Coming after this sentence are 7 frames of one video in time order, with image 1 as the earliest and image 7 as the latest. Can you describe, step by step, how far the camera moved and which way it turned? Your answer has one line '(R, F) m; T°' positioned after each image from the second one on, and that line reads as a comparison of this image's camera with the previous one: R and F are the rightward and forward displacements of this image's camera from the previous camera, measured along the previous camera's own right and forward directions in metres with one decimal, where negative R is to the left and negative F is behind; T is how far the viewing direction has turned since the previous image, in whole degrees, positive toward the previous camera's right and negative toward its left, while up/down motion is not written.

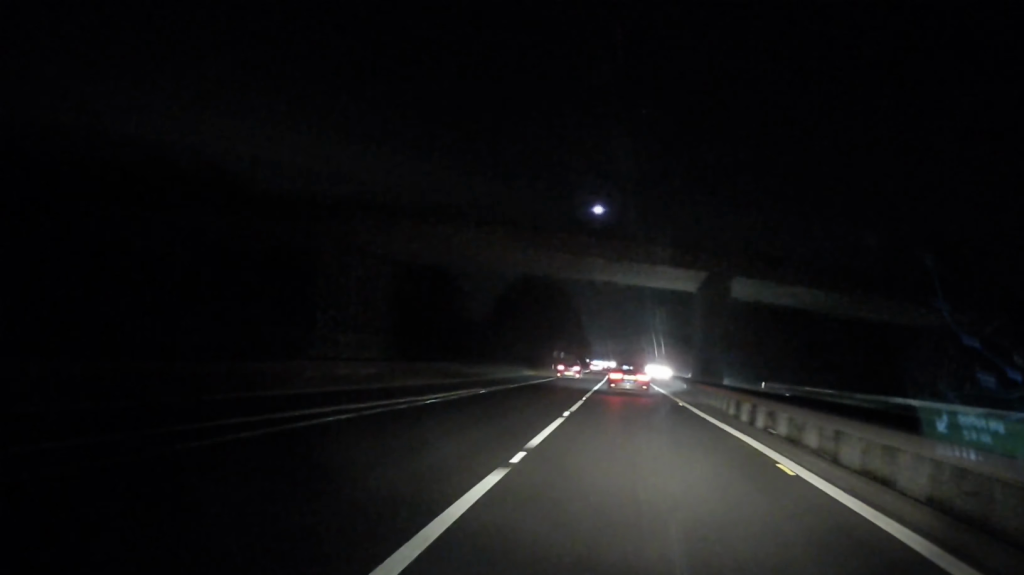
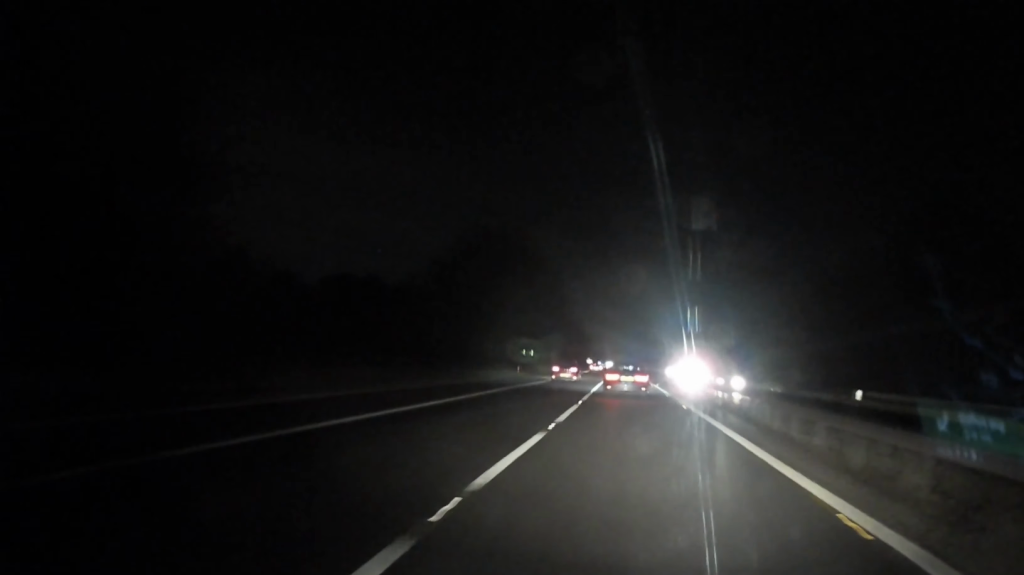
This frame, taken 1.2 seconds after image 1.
(-0.5, +38.2) m; -1°
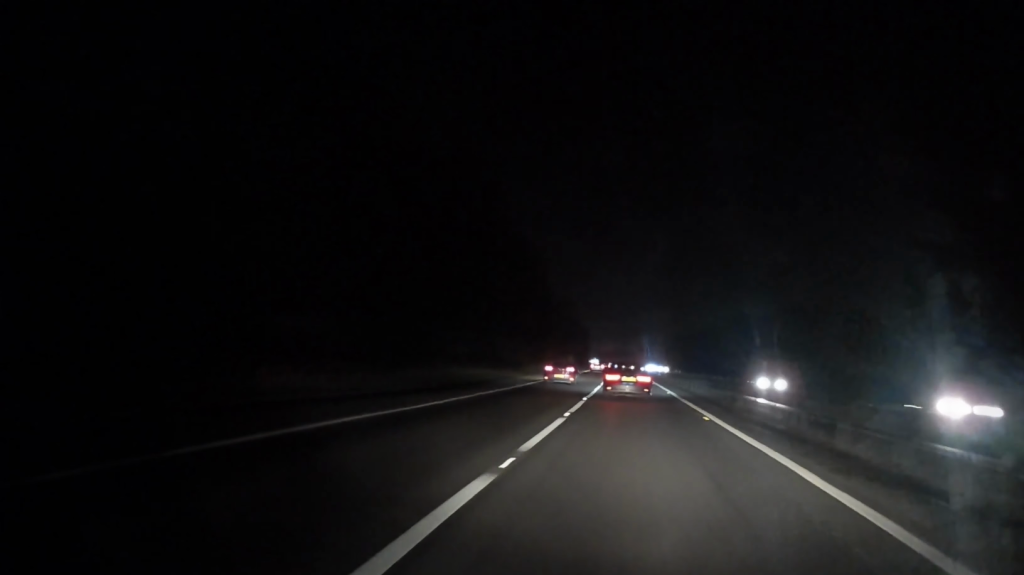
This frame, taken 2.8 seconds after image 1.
(-0.4, +51.1) m; 0°
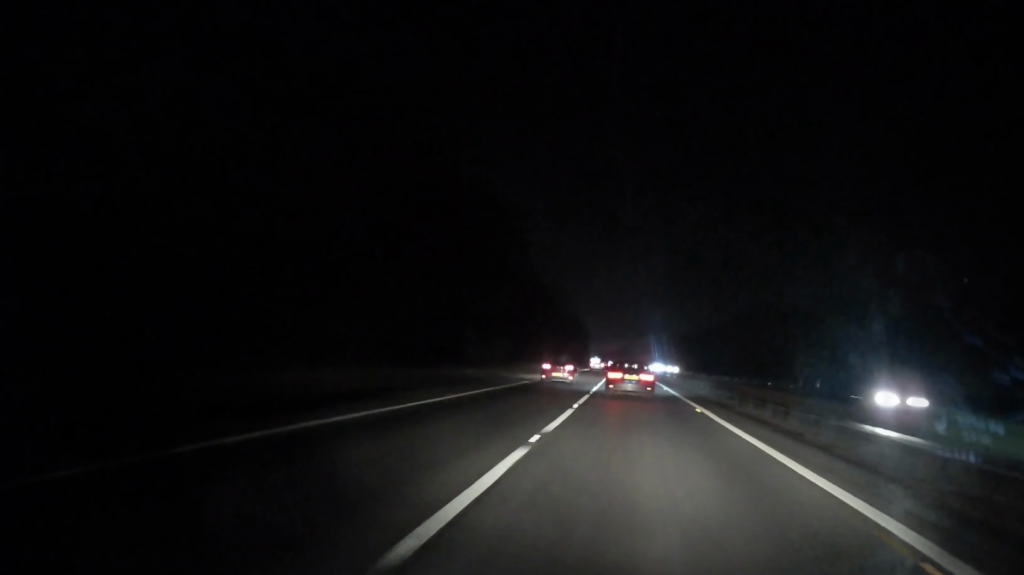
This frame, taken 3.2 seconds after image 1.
(0.0, +14.8) m; 0°
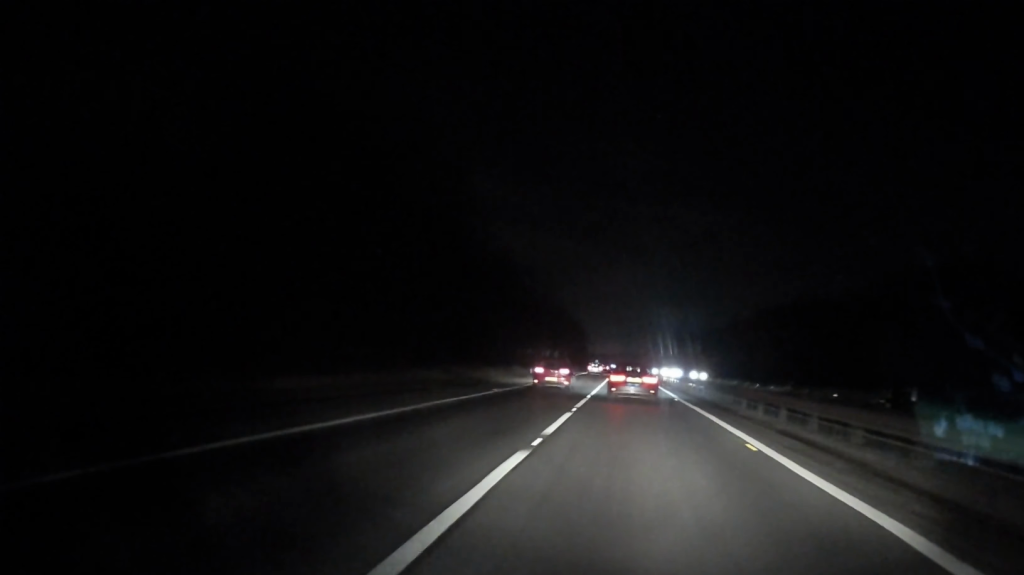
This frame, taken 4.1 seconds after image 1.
(+0.1, +28.2) m; 0°
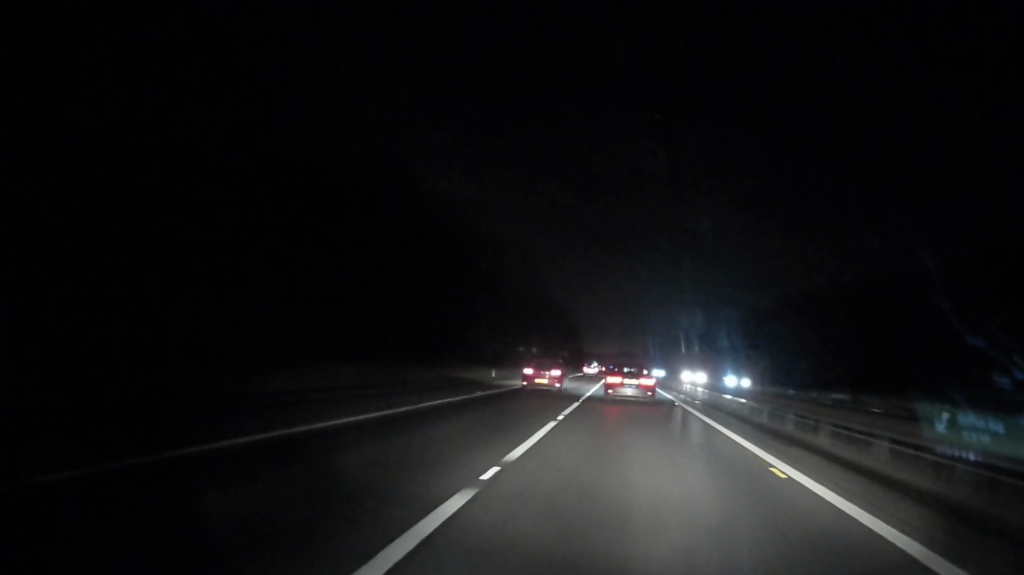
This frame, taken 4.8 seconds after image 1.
(0.0, +20.6) m; 0°
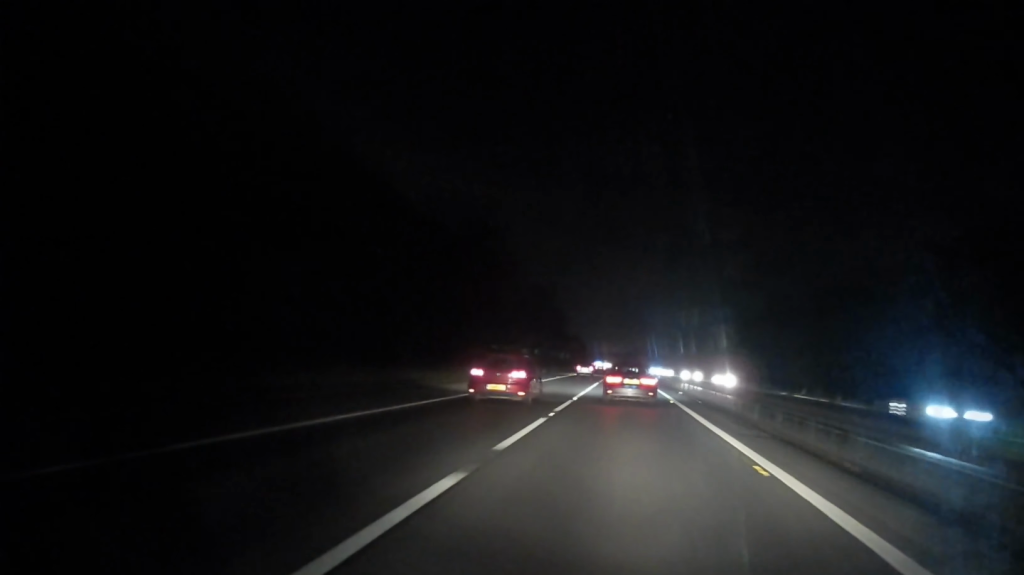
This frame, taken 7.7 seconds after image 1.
(-0.9, +89.2) m; -2°
